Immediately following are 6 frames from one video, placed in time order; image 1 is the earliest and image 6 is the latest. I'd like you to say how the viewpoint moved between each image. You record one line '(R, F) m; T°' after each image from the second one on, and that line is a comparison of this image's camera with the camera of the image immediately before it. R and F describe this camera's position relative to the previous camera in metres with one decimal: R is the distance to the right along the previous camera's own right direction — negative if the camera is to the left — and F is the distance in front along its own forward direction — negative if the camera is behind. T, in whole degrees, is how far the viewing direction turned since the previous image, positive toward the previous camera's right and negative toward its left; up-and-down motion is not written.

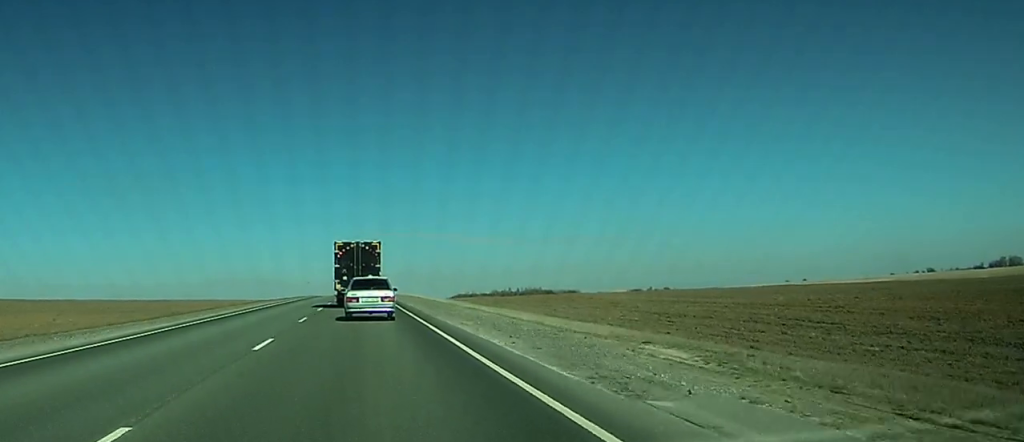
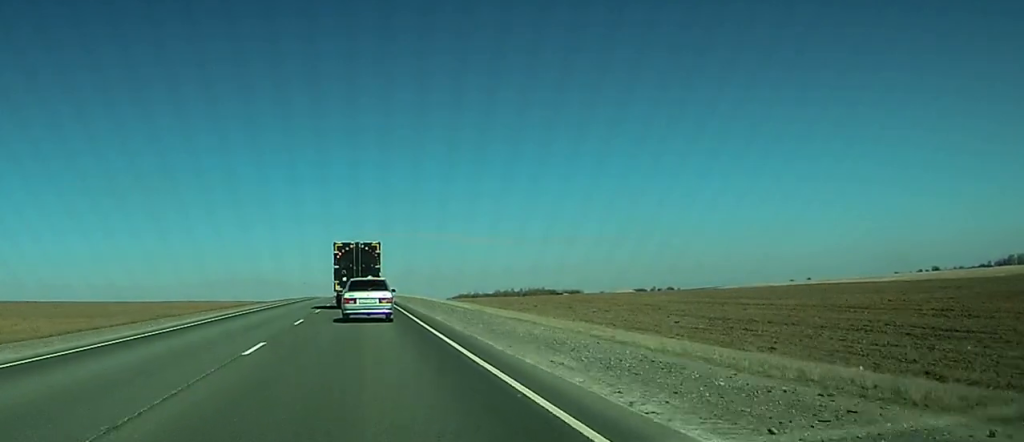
(0.0, +13.5) m; 0°
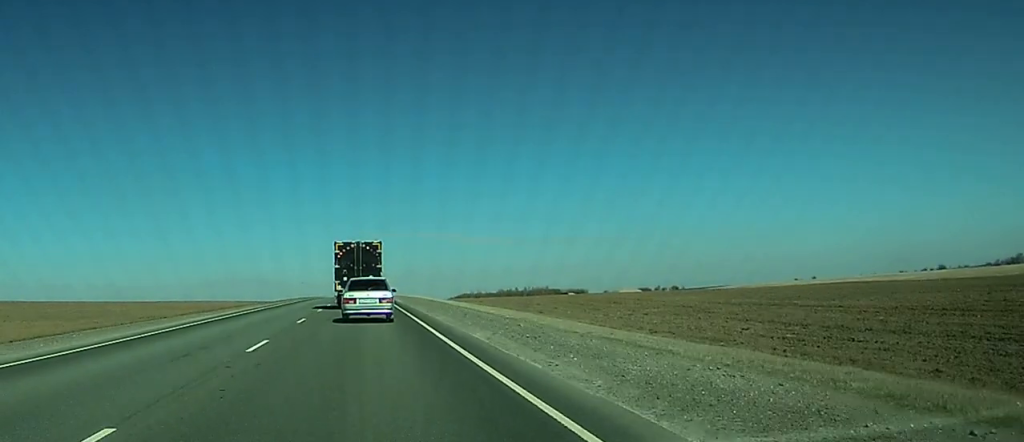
(0.0, +11.5) m; 0°
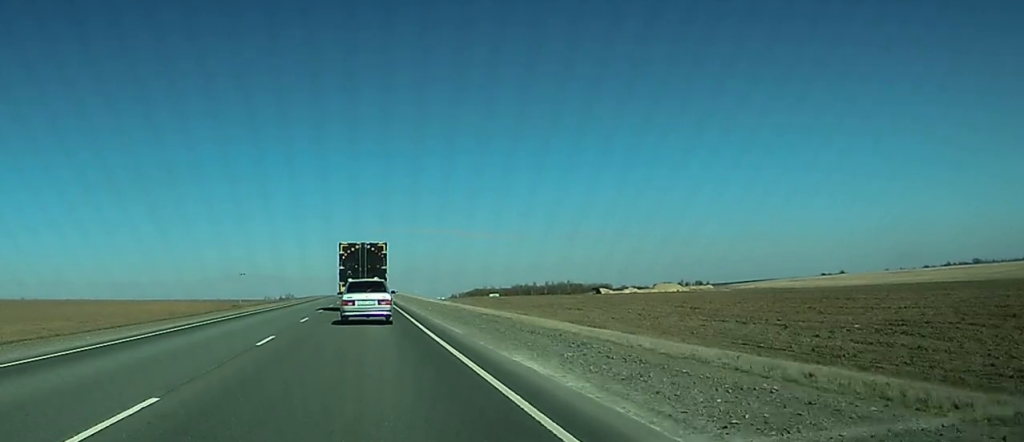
(-1.3, +83.1) m; -1°
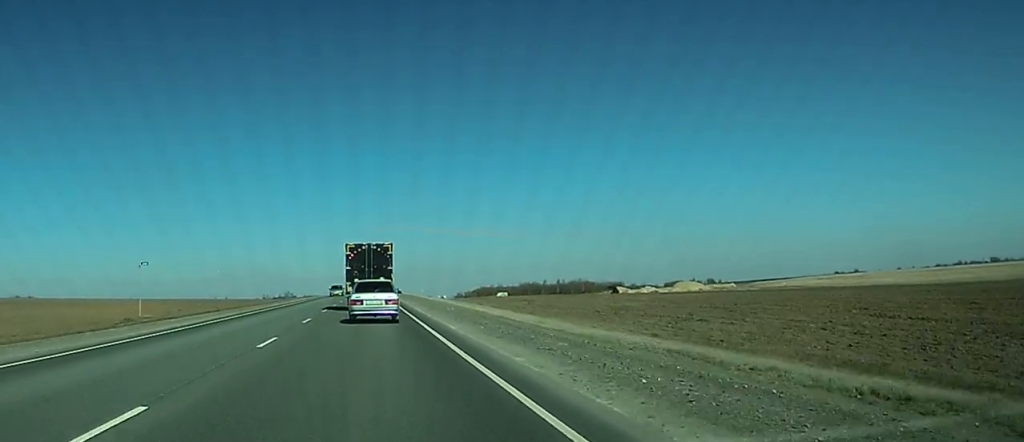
(0.0, +36.4) m; +1°
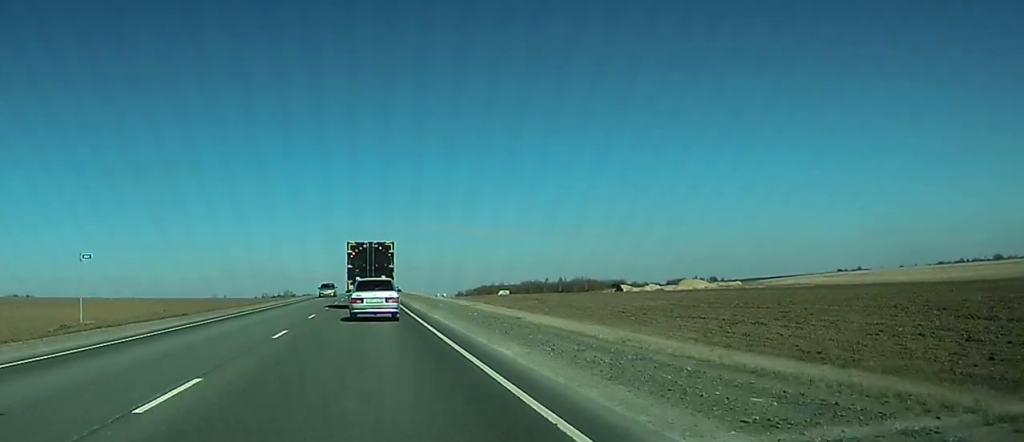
(+0.1, +9.1) m; 0°
